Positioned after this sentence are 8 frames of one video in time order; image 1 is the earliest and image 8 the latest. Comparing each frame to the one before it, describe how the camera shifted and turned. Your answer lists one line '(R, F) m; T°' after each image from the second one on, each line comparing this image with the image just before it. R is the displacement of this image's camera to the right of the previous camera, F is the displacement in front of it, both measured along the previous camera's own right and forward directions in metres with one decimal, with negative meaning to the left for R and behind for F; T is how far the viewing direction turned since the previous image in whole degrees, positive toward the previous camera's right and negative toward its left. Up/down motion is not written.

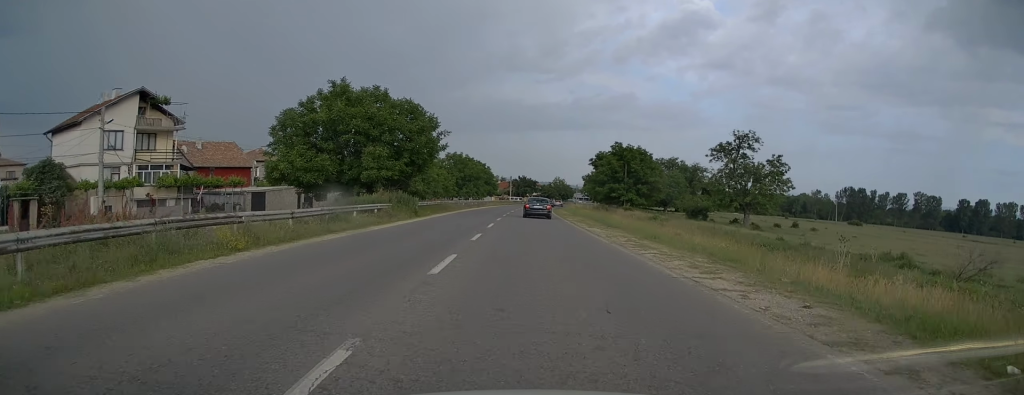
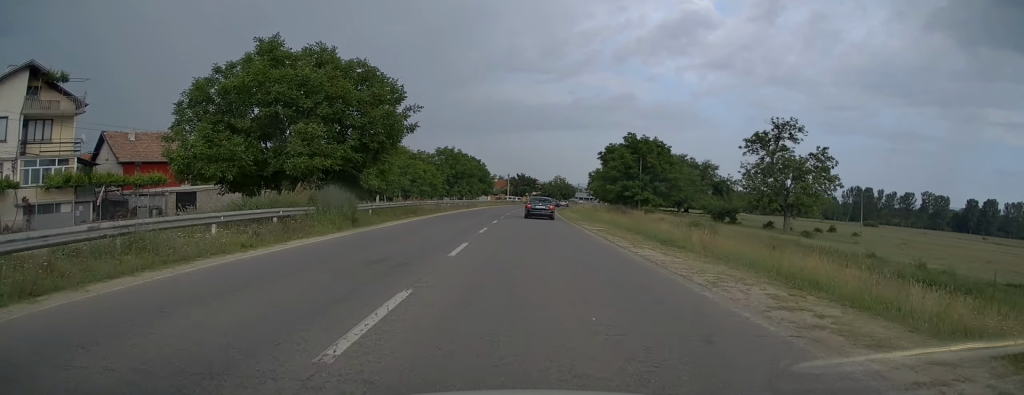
(0.0, +12.5) m; 0°
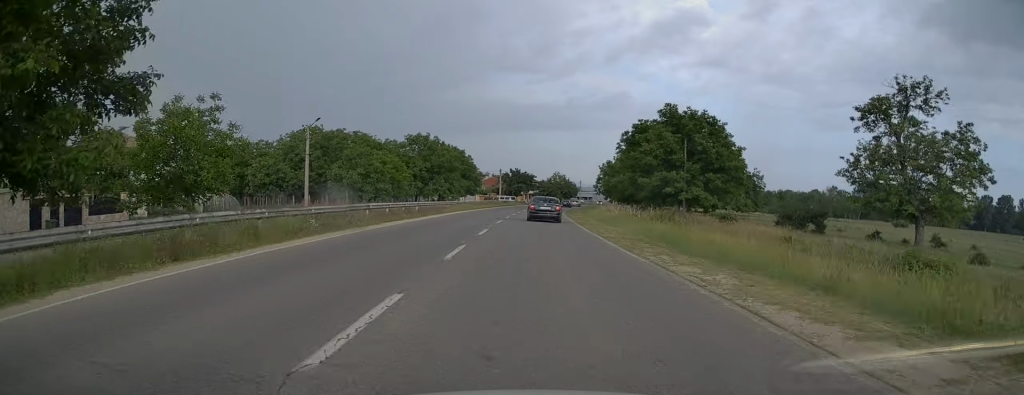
(+0.1, +24.2) m; +1°
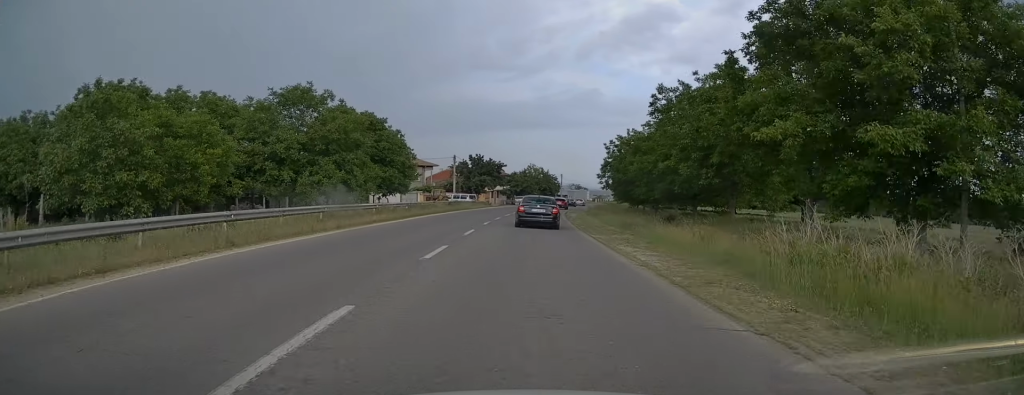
(+0.4, +39.6) m; +2°
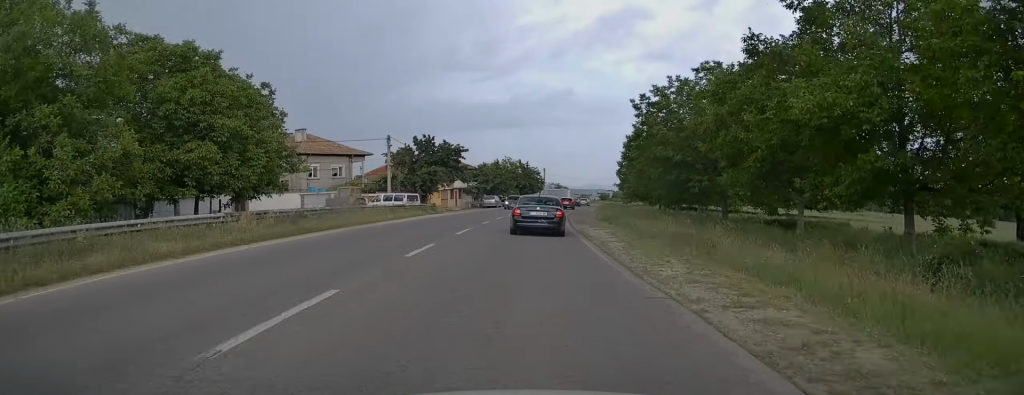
(+0.8, +29.9) m; +2°
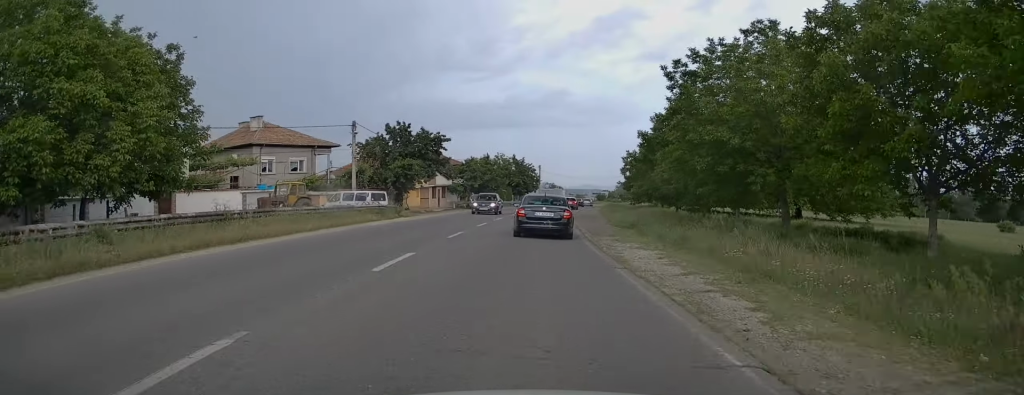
(-0.1, +10.3) m; 0°
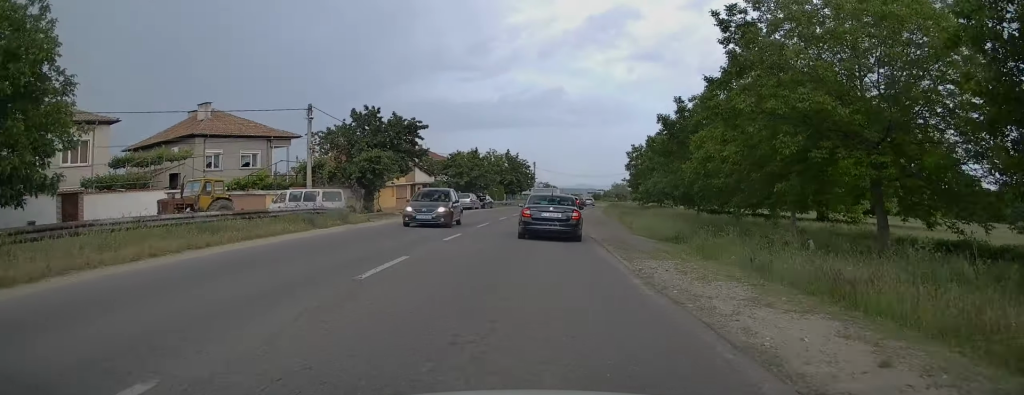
(-0.1, +9.0) m; 0°
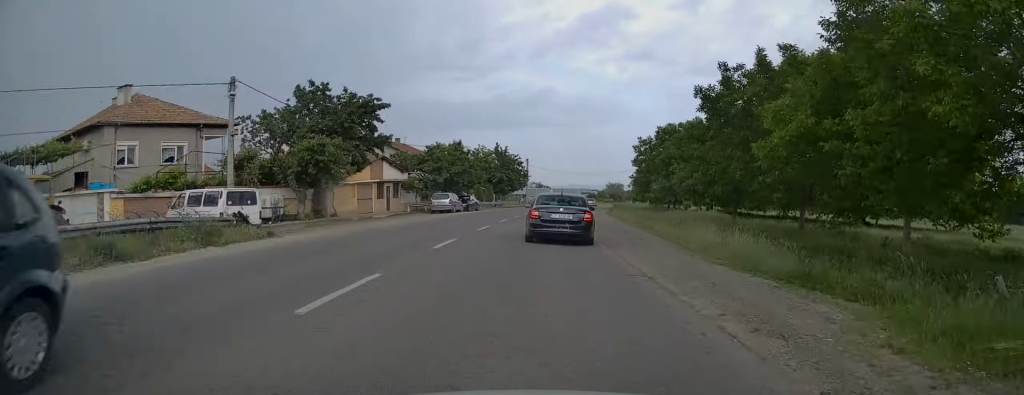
(+0.2, +10.2) m; +1°
